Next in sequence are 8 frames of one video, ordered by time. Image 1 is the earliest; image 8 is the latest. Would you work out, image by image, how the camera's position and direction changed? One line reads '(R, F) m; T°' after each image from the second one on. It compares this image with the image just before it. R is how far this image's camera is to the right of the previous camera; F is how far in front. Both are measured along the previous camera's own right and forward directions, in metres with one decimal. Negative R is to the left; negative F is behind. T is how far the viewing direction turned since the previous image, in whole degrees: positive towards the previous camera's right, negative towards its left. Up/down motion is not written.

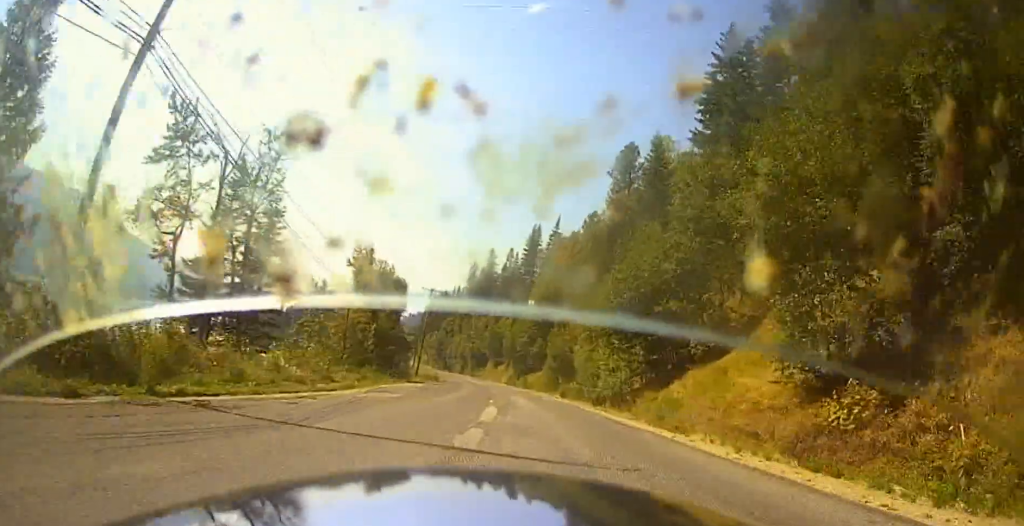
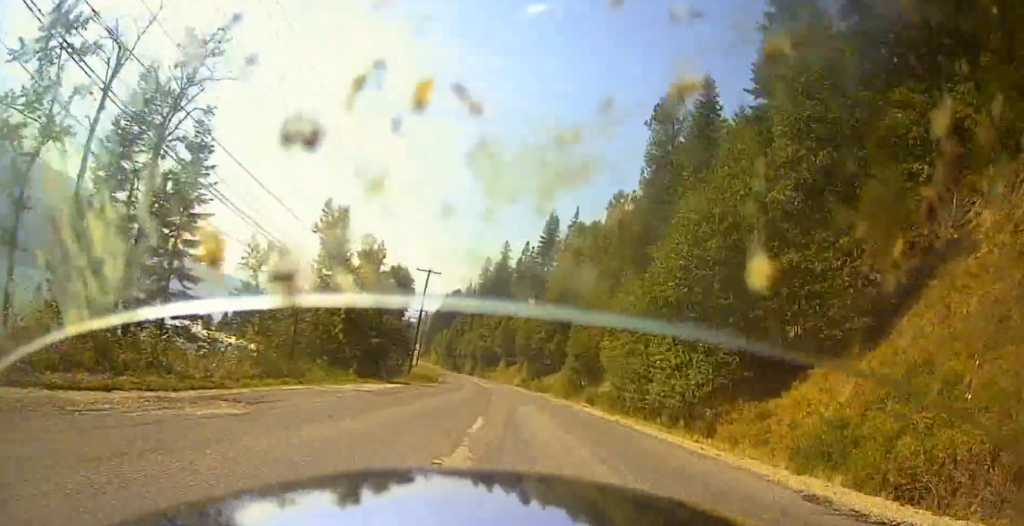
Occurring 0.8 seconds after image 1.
(0.0, +15.3) m; 0°
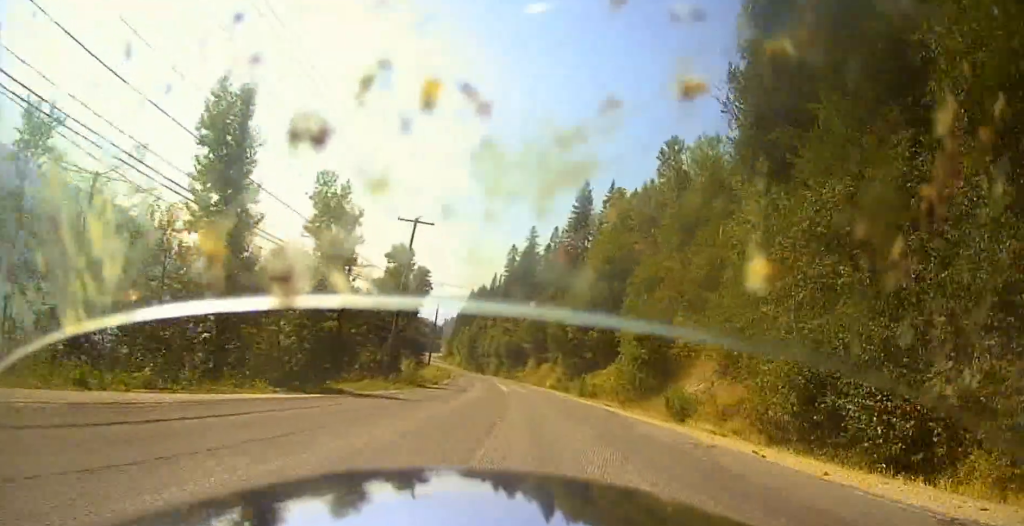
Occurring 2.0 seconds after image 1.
(0.0, +23.8) m; 0°
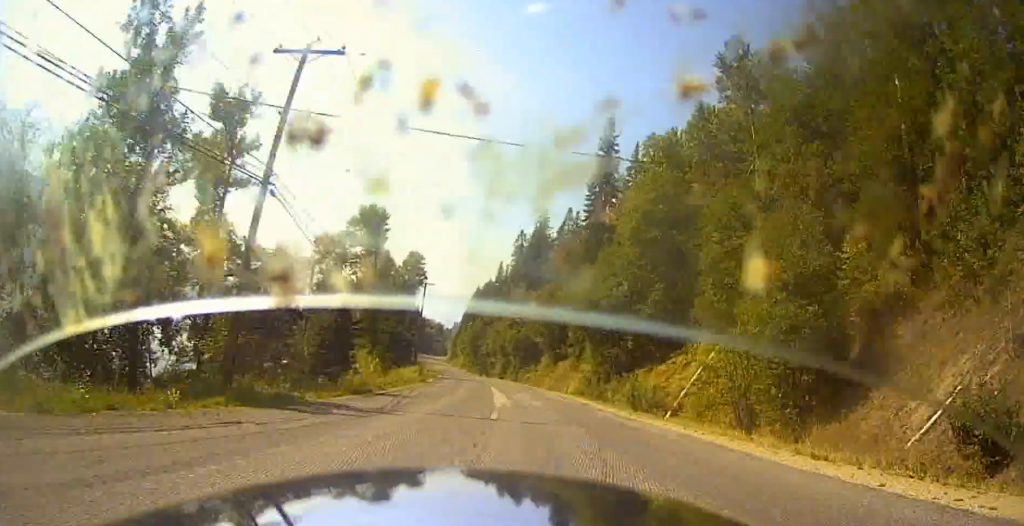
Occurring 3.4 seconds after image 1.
(0.0, +26.5) m; -1°
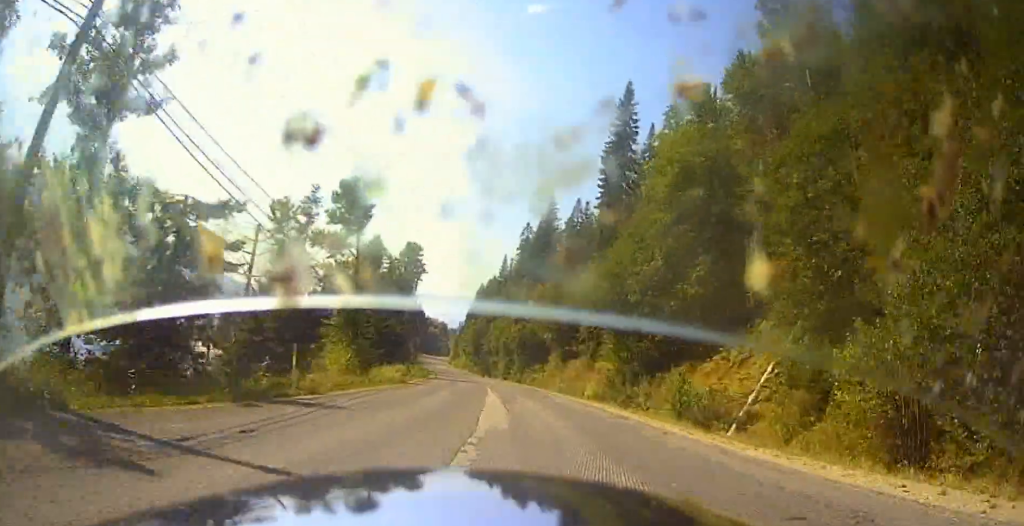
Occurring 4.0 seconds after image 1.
(-0.1, +11.0) m; 0°
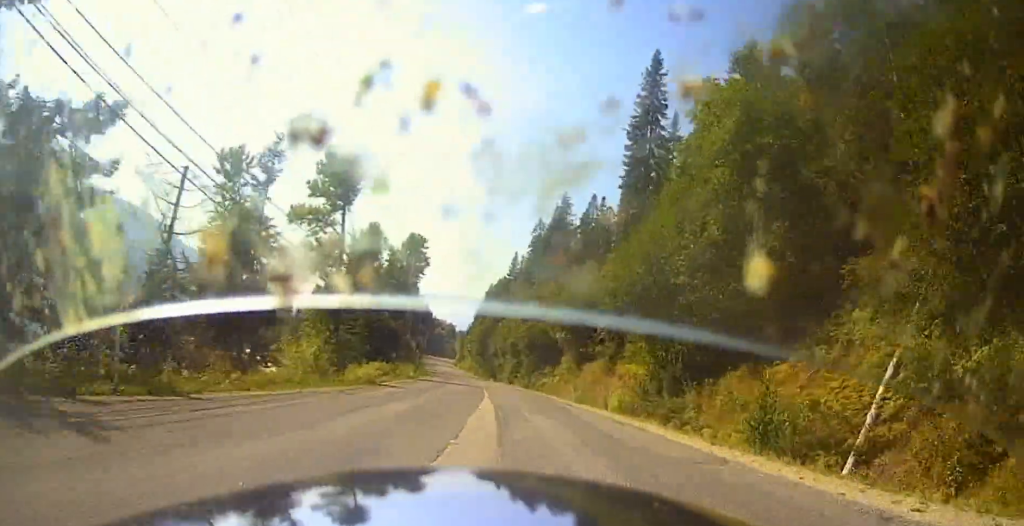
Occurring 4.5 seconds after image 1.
(-0.1, +9.7) m; 0°
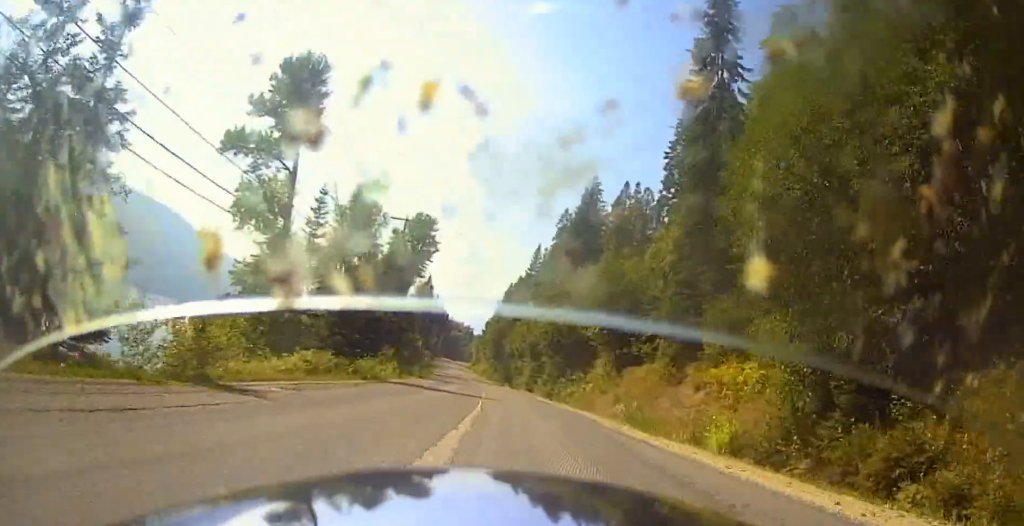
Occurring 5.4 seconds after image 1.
(0.0, +18.0) m; 0°
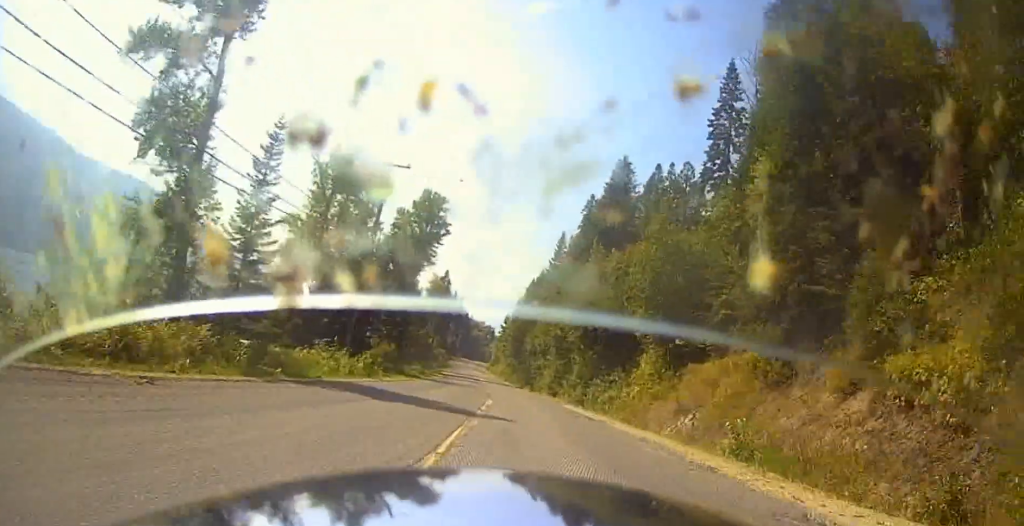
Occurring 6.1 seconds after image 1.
(+0.2, +14.0) m; -2°
